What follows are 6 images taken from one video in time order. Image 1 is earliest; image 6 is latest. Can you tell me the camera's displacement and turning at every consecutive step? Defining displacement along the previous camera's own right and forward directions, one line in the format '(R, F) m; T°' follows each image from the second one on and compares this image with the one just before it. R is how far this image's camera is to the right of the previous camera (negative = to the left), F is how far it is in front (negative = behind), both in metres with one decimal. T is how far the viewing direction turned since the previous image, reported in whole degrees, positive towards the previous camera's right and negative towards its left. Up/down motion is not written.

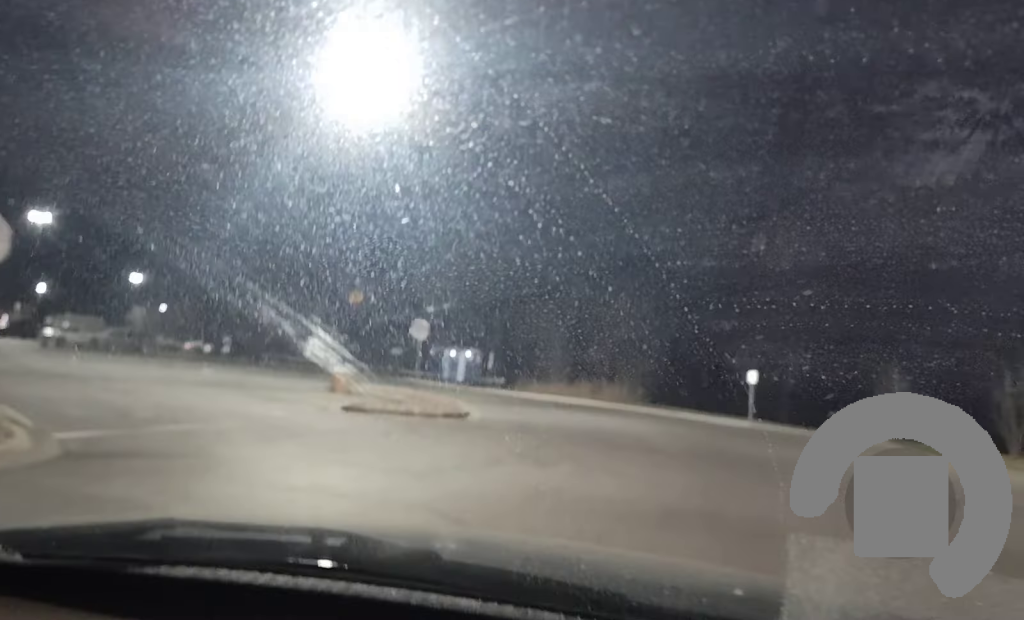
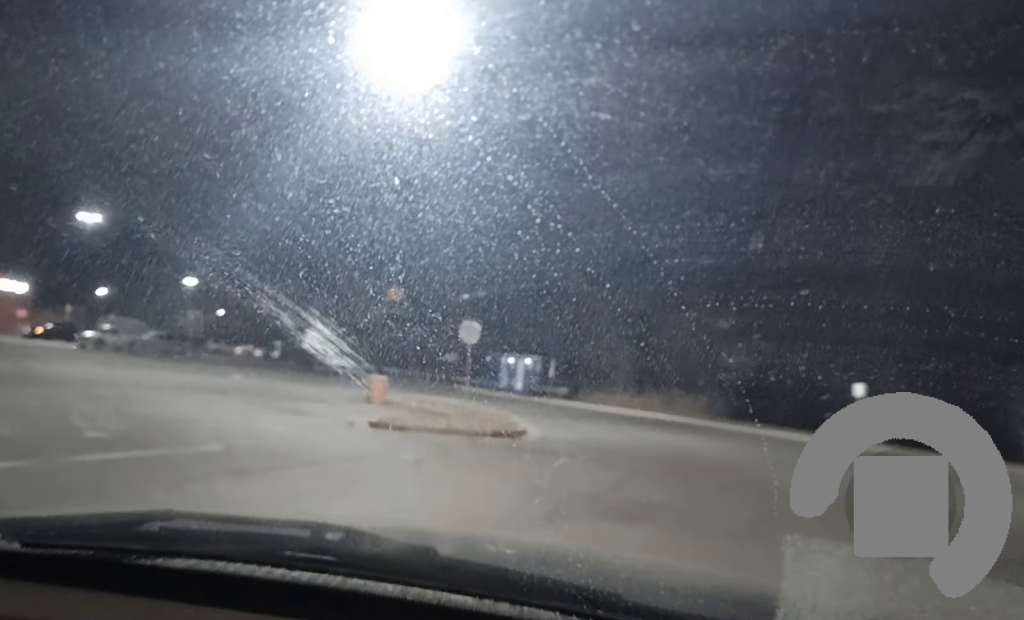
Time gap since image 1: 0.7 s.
(0.0, +4.3) m; -4°
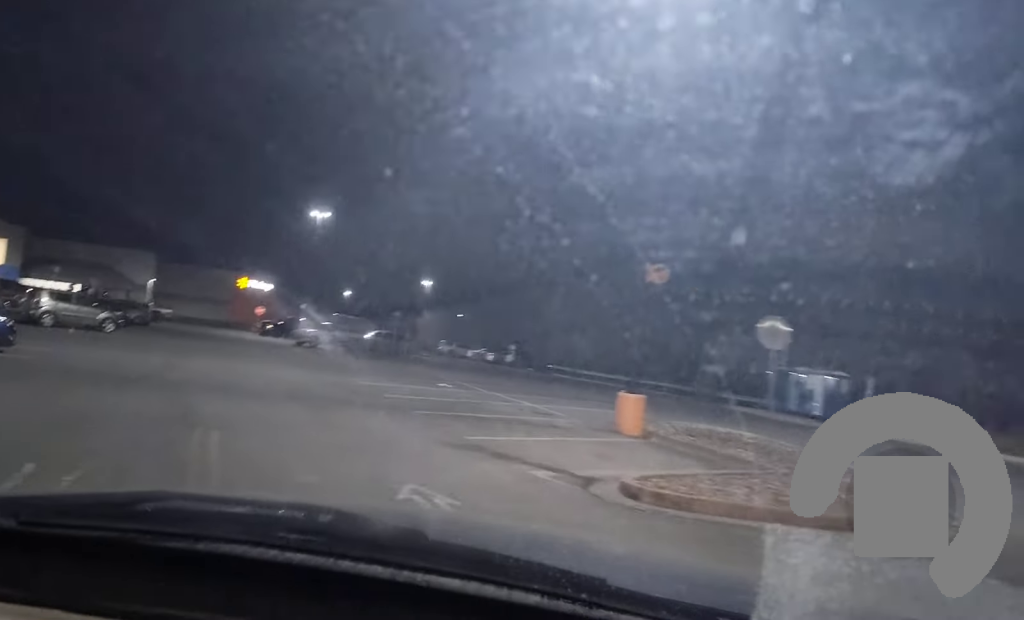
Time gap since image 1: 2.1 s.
(-1.3, +8.4) m; -15°
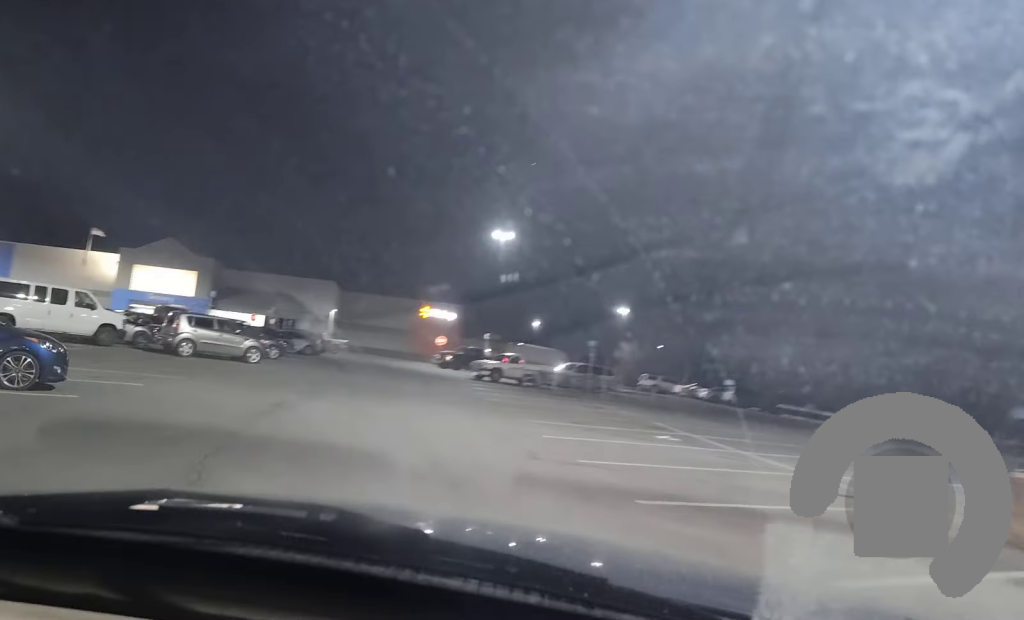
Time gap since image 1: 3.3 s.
(-0.4, +6.9) m; -11°
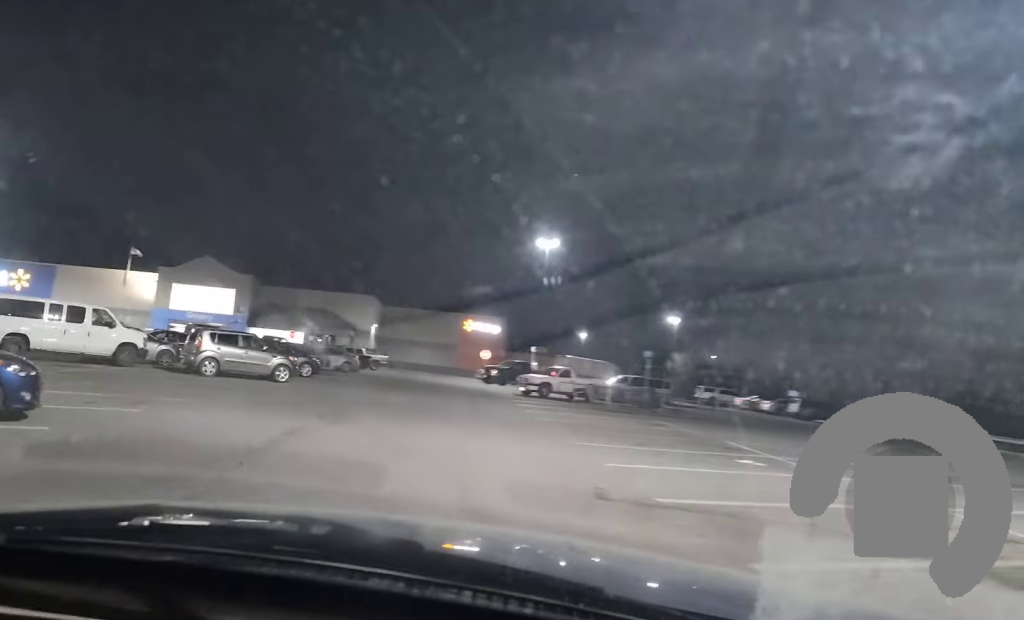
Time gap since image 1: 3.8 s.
(-0.2, +2.3) m; -4°
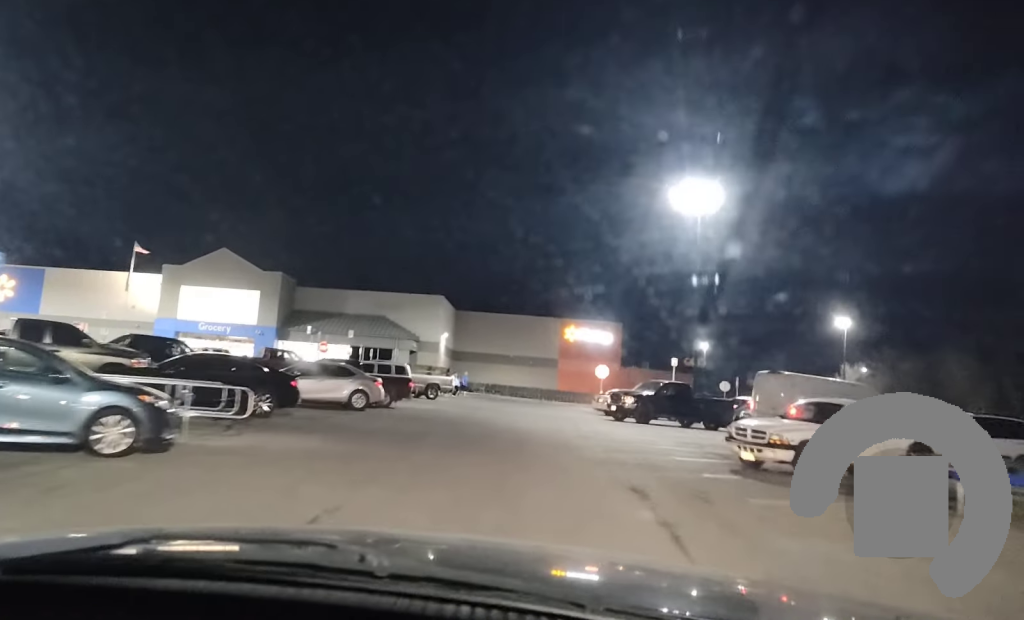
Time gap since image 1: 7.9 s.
(-3.1, +24.1) m; -9°
